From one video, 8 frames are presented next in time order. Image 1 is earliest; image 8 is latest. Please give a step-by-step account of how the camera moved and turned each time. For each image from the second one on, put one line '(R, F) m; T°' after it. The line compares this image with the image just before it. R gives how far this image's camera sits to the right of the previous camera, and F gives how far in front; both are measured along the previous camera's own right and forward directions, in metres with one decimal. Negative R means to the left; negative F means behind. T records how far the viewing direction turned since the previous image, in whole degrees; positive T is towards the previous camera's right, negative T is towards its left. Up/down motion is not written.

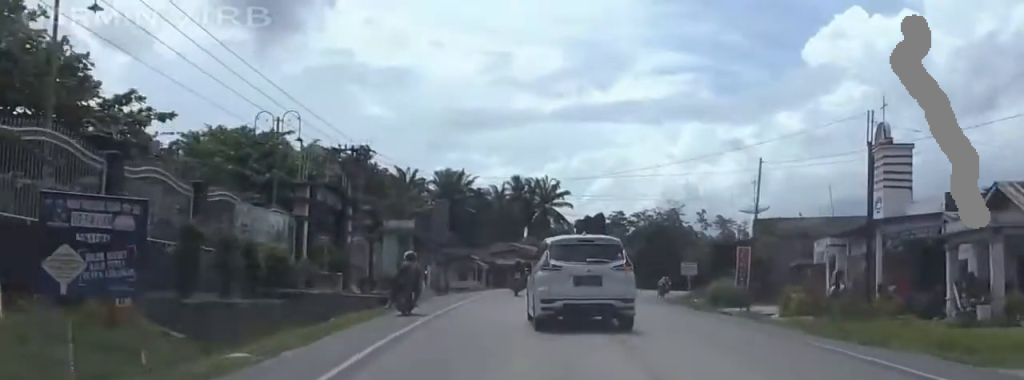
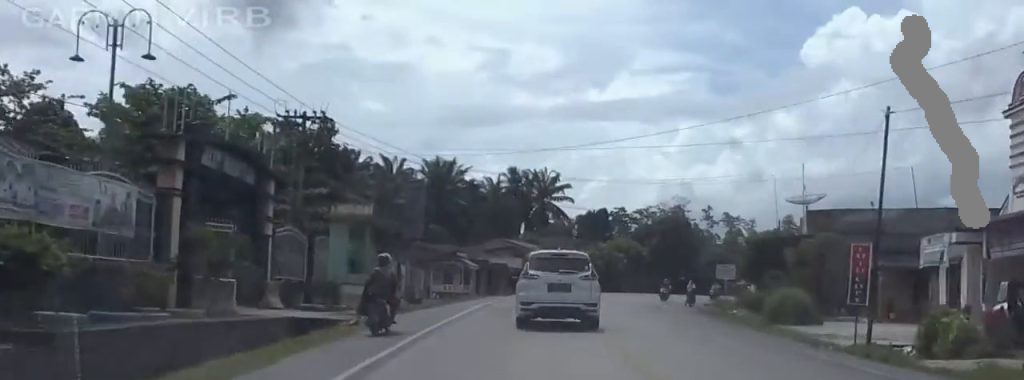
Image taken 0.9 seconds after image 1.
(-0.5, +12.1) m; -3°
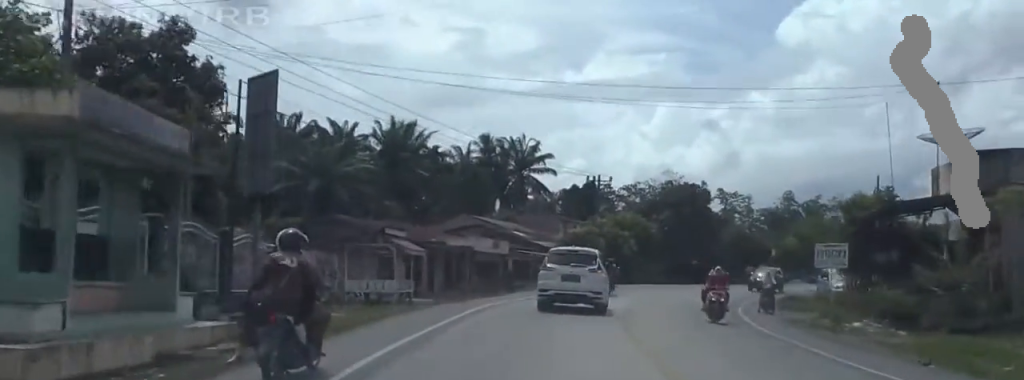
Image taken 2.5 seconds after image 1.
(+0.1, +20.6) m; +5°
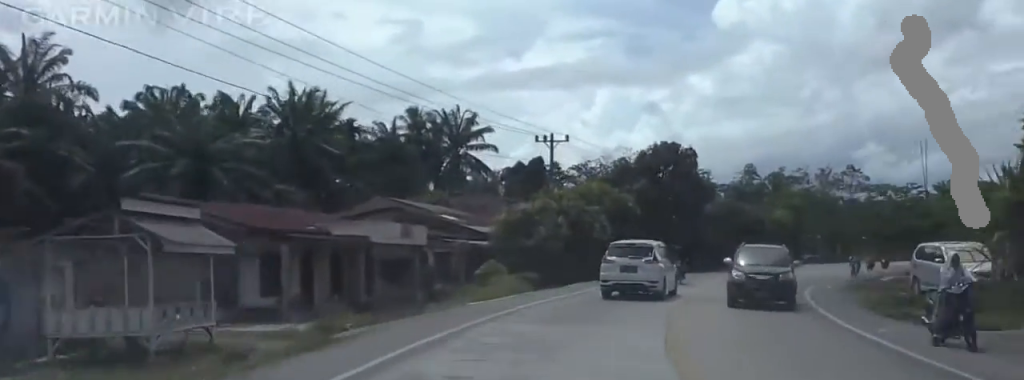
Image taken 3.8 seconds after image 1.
(+1.0, +17.5) m; +4°
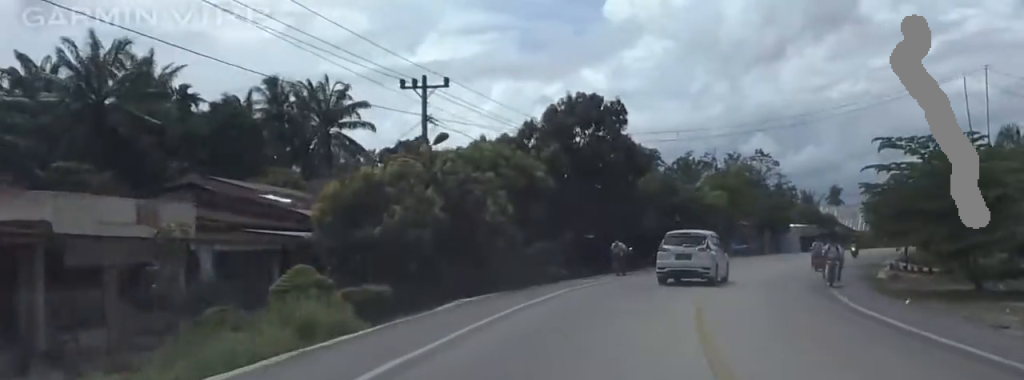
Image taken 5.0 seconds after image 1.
(0.0, +15.6) m; +2°
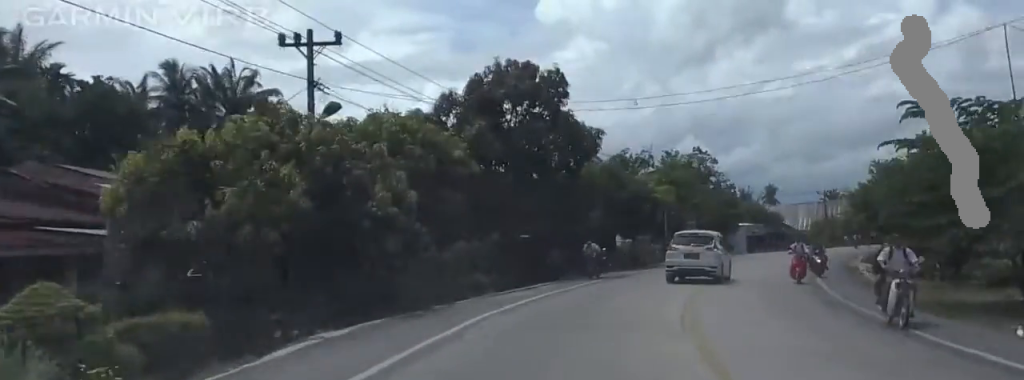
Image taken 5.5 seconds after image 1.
(-0.3, +7.6) m; +4°
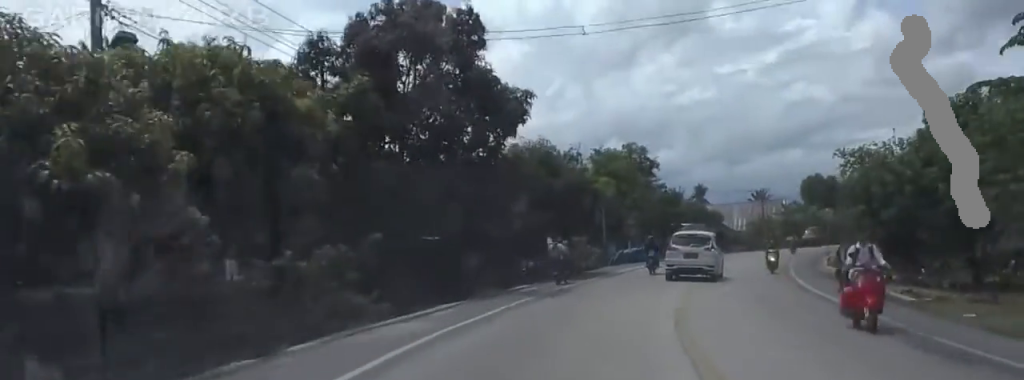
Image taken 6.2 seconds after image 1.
(+0.8, +8.7) m; +8°
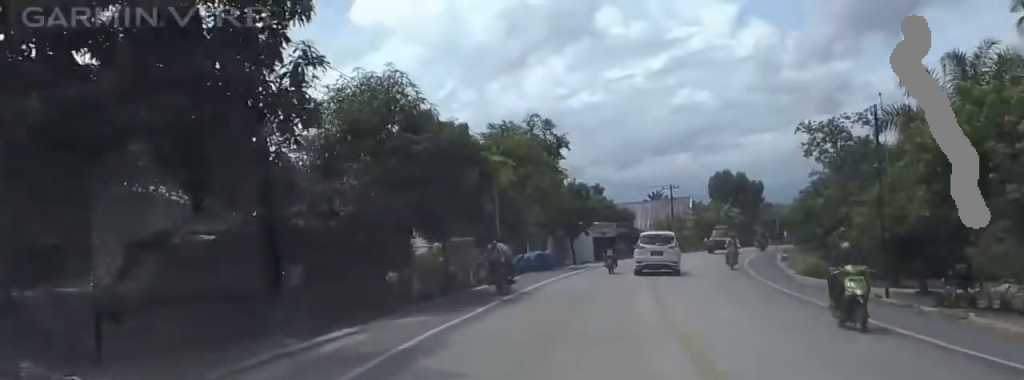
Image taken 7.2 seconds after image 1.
(+1.6, +13.8) m; +6°
